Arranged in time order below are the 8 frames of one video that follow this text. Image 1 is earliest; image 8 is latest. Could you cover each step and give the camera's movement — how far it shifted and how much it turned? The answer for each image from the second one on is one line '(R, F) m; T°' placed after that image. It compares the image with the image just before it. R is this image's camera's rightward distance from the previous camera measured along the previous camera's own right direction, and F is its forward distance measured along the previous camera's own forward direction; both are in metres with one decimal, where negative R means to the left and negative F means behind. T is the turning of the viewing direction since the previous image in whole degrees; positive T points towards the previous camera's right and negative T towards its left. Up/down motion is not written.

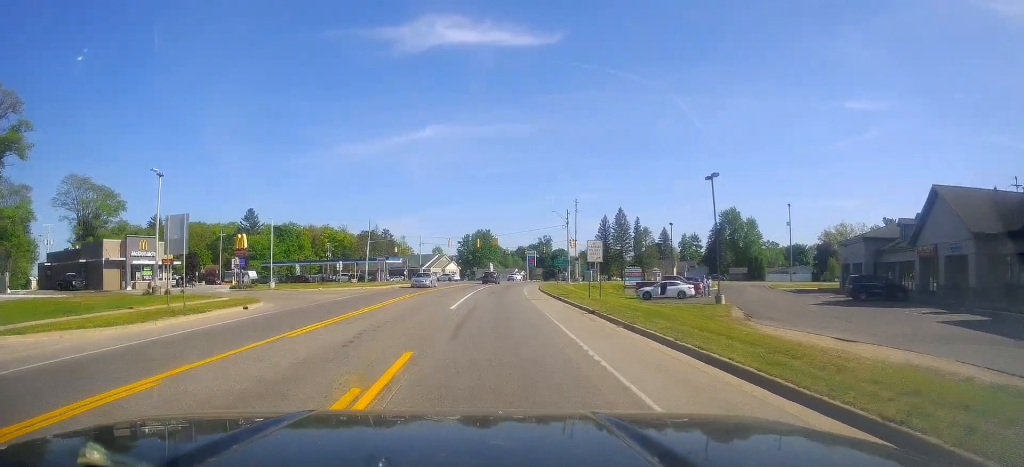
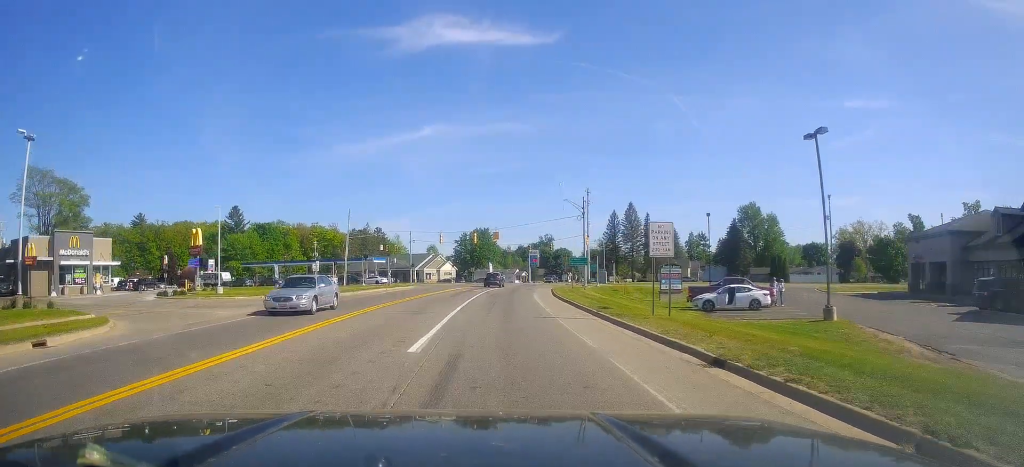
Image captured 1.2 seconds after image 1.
(+0.1, +13.4) m; +4°
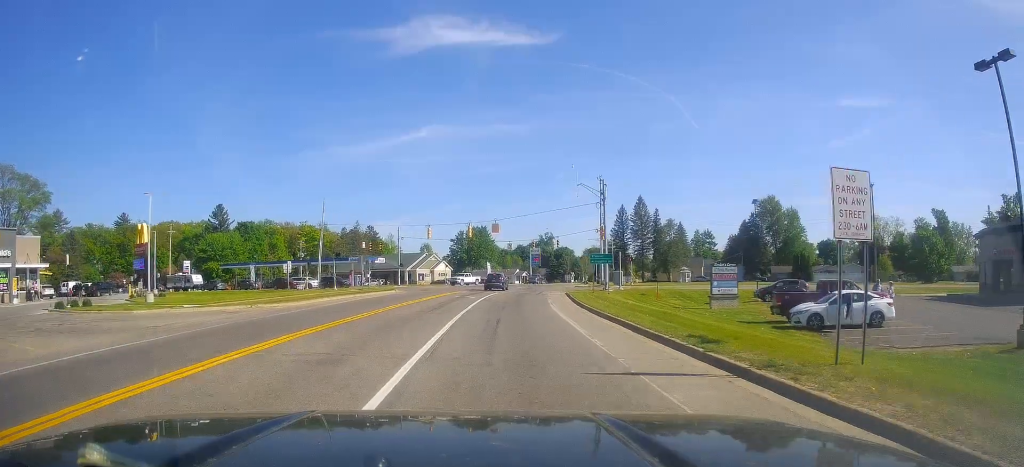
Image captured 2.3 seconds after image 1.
(+0.7, +11.6) m; +3°
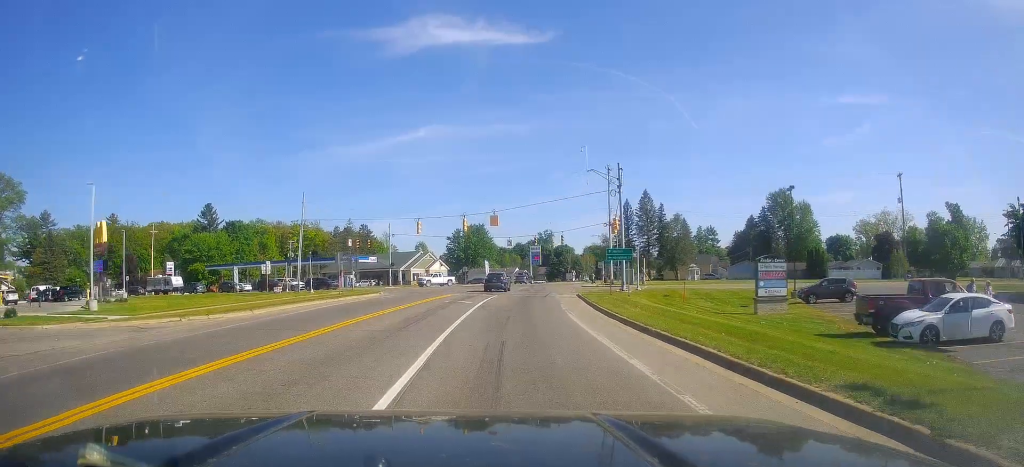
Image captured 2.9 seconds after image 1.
(+0.2, +6.8) m; 0°
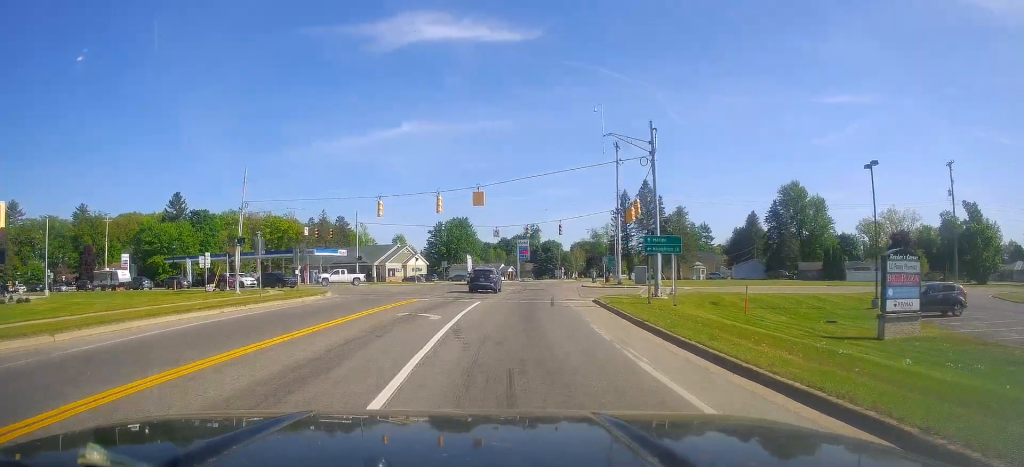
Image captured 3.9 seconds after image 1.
(-0.5, +12.0) m; -1°
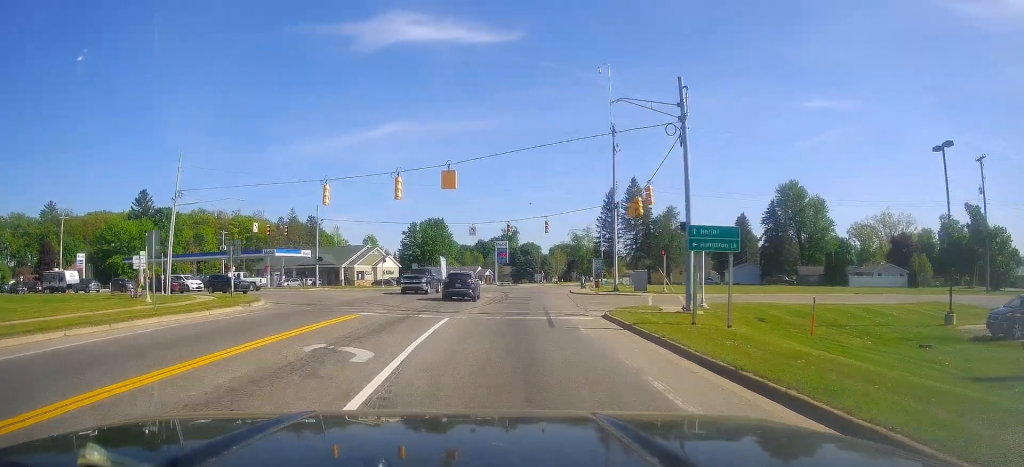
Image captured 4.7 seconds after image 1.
(-0.1, +8.2) m; +3°
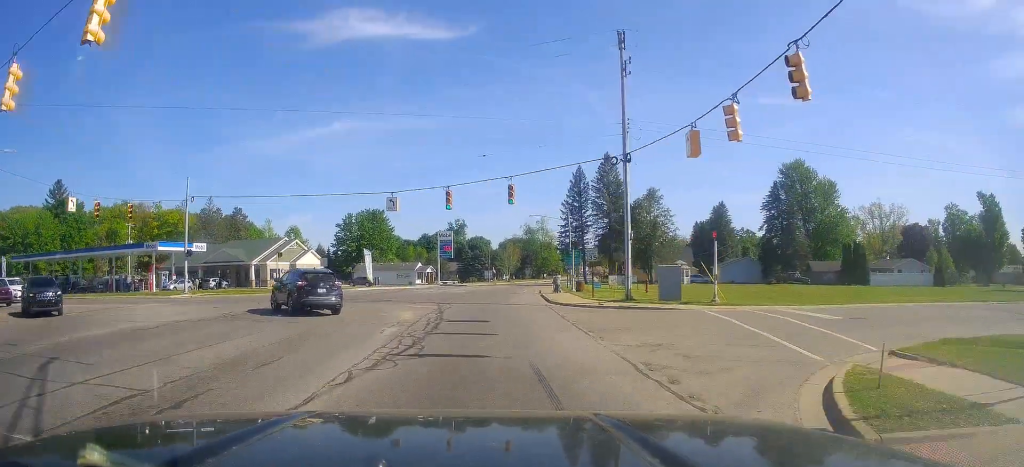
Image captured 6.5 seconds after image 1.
(+1.3, +20.6) m; +4°
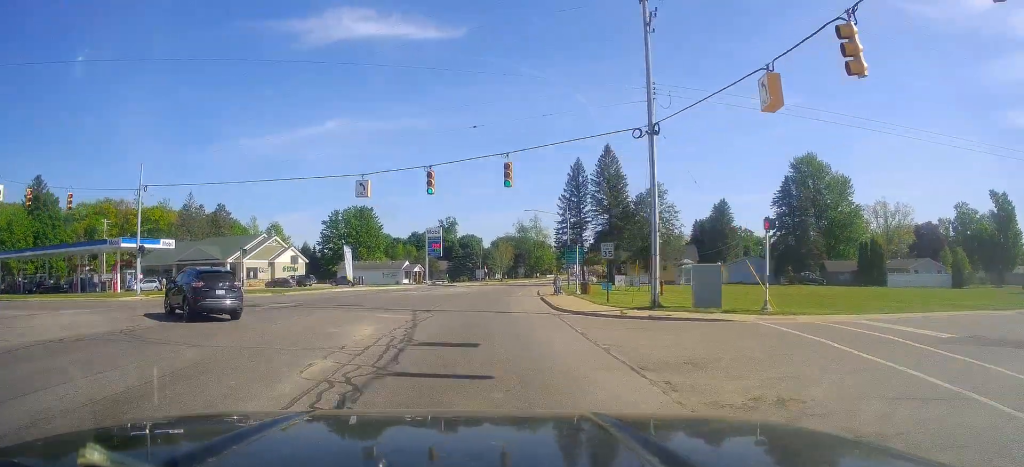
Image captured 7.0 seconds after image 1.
(0.0, +6.3) m; 0°
